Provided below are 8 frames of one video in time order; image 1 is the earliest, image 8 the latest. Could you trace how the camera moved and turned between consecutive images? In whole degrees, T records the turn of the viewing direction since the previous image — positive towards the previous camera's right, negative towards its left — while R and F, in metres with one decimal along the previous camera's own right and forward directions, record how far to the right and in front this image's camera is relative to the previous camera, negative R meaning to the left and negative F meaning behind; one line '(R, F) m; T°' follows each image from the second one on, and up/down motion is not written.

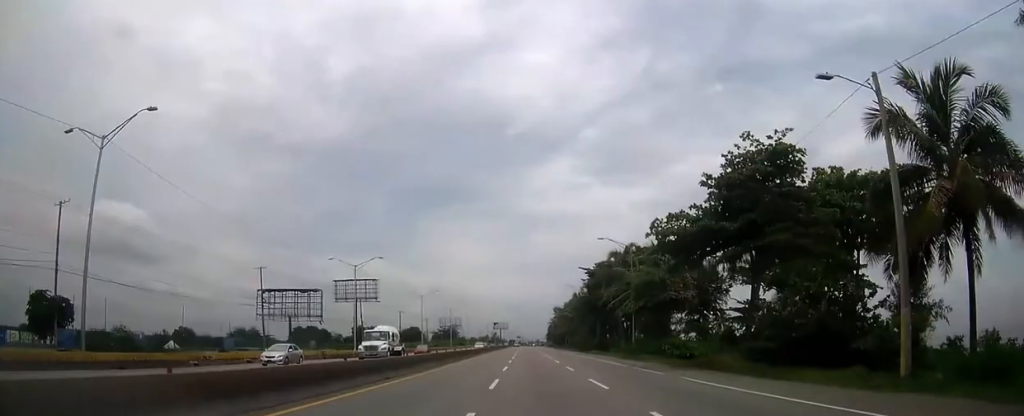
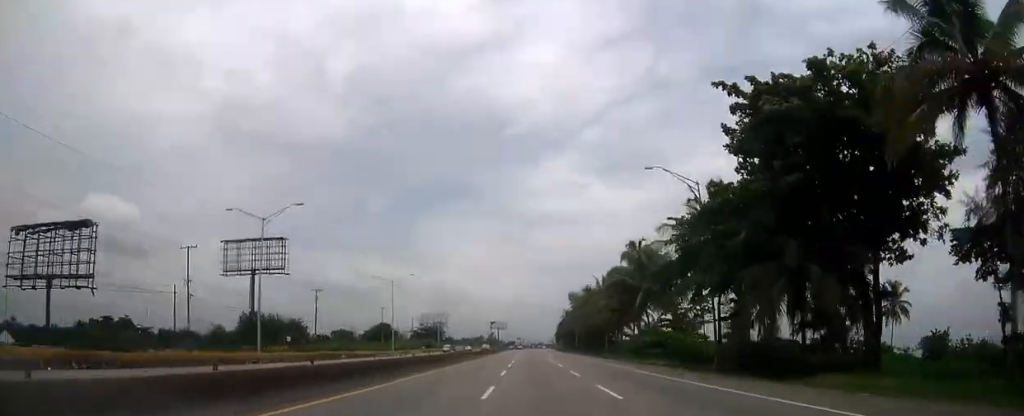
(+0.1, +79.1) m; 0°
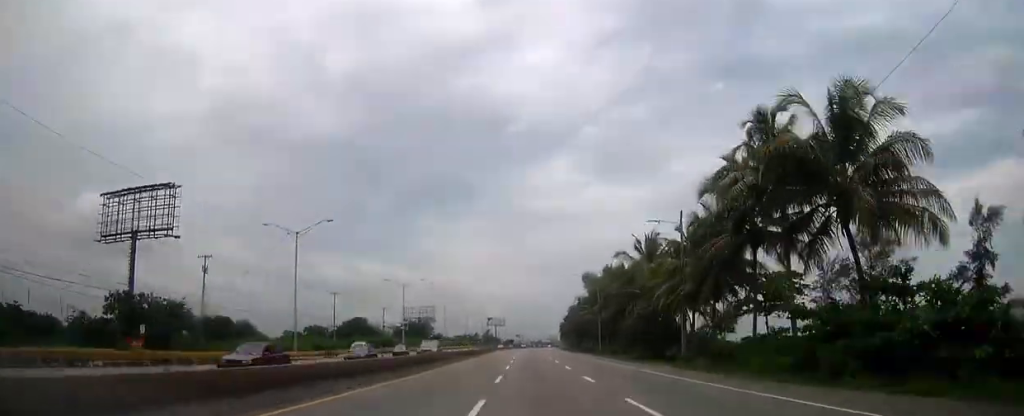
(0.0, +40.8) m; 0°
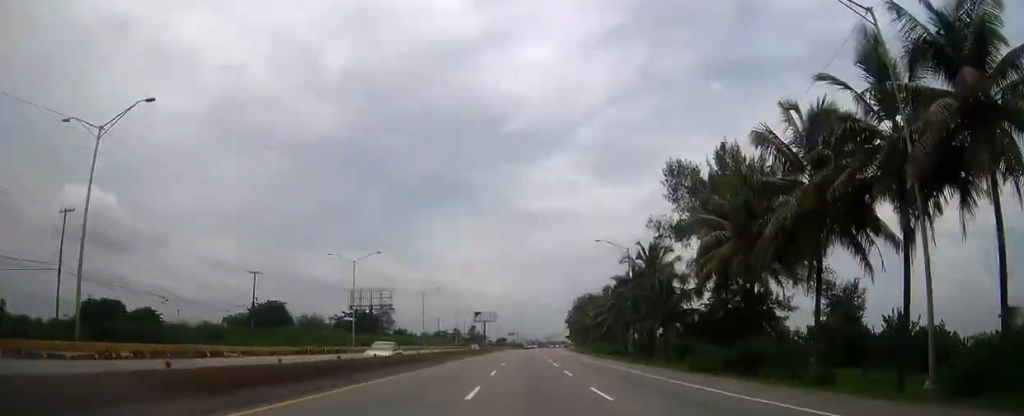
(+0.3, +79.4) m; 0°
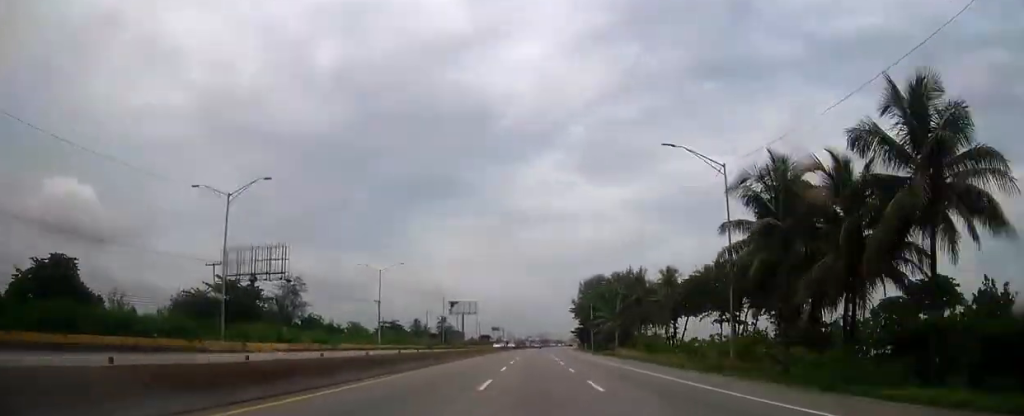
(+0.4, +81.5) m; +1°
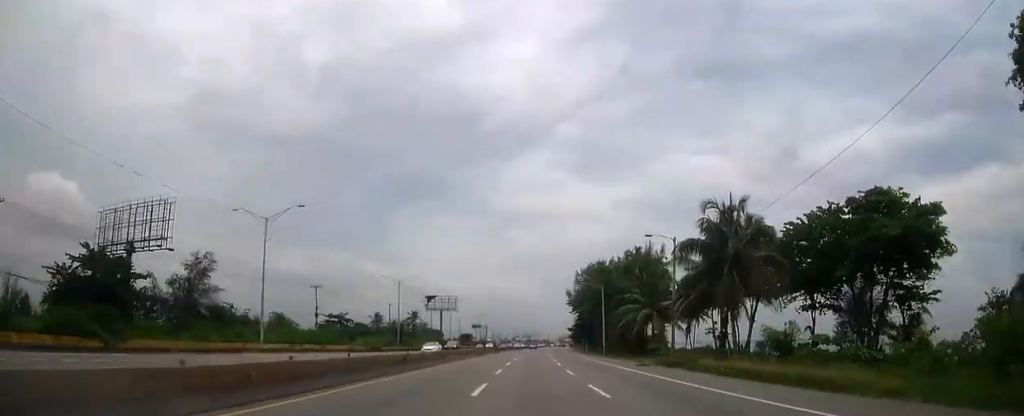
(+0.5, +38.2) m; +1°
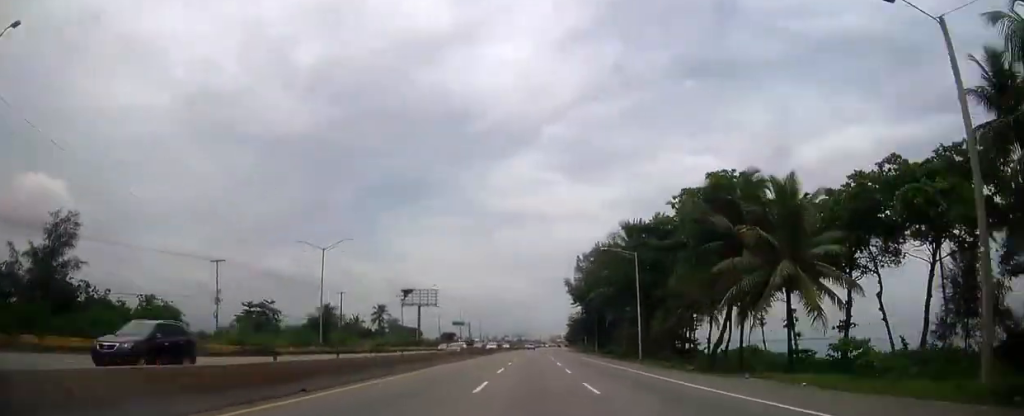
(0.0, +35.2) m; +1°
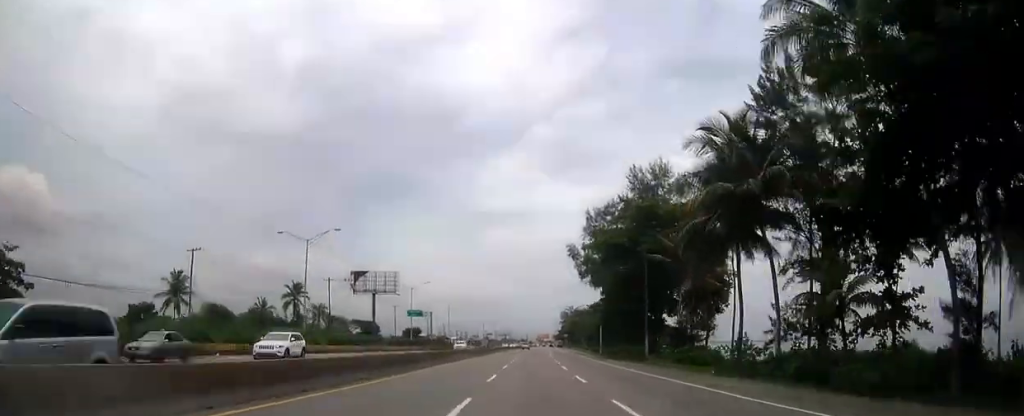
(+0.9, +55.2) m; +1°
